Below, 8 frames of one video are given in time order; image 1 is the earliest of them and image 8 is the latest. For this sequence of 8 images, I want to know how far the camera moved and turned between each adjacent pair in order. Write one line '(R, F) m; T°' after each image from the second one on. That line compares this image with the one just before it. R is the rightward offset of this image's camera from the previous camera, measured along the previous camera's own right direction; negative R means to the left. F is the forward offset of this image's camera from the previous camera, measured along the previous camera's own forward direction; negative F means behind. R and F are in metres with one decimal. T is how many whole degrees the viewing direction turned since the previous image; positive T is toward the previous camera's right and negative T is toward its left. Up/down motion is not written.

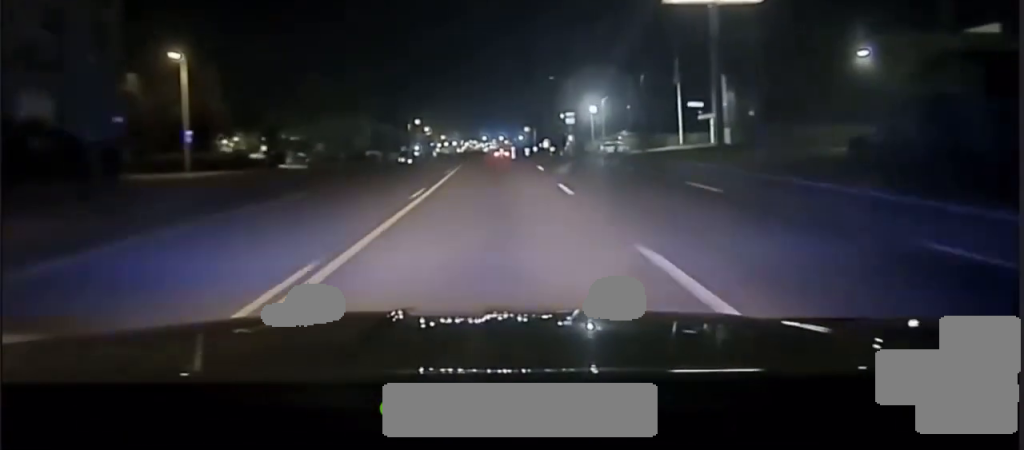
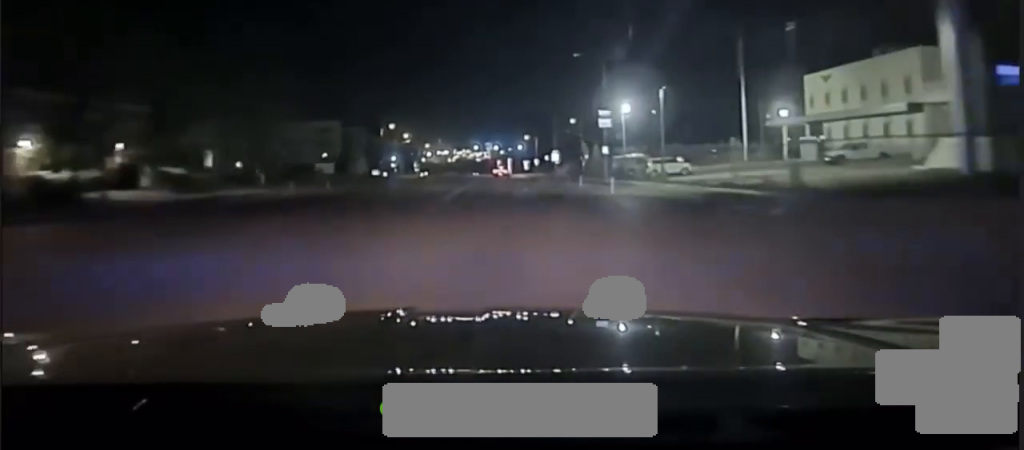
(+0.3, +36.0) m; +1°
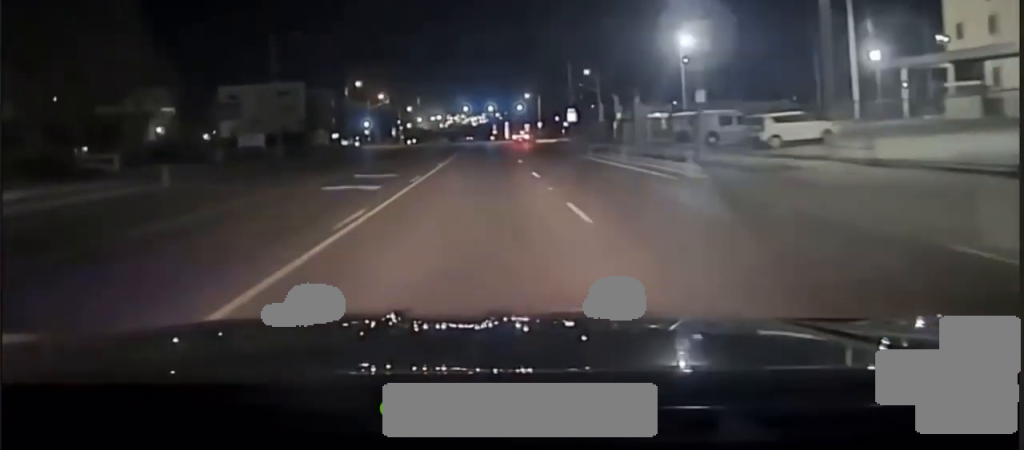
(+0.4, +28.0) m; +1°
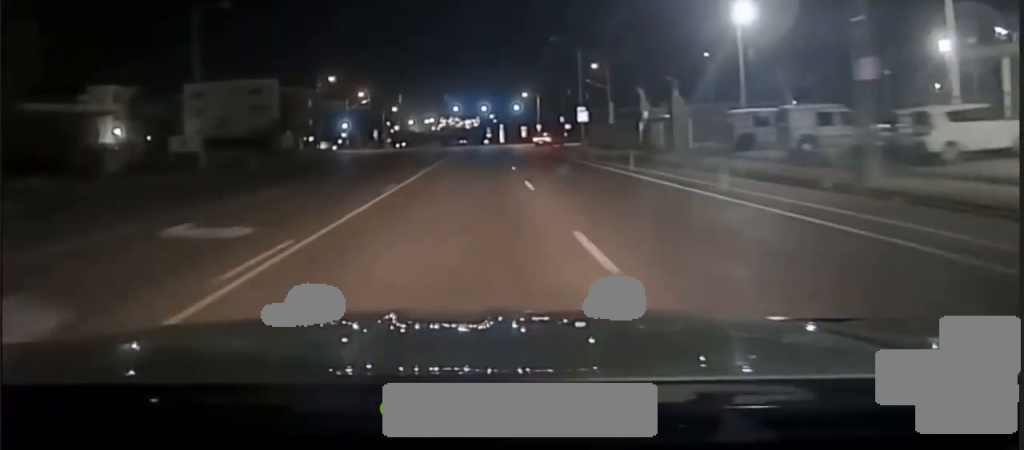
(0.0, +14.3) m; 0°
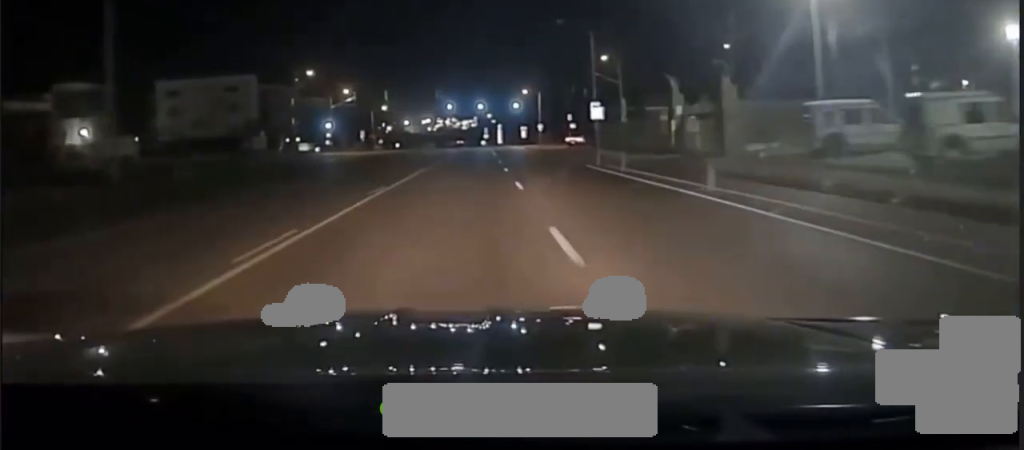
(-0.1, +10.3) m; 0°
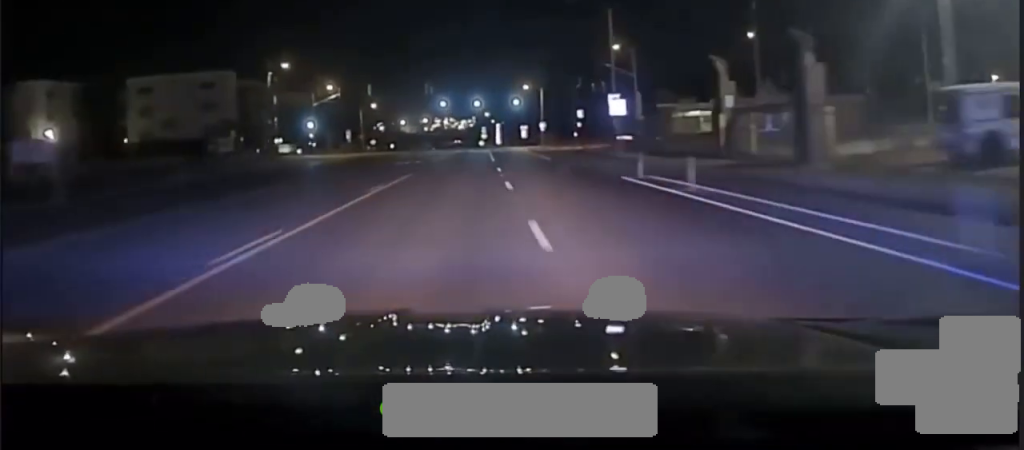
(0.0, +9.9) m; 0°
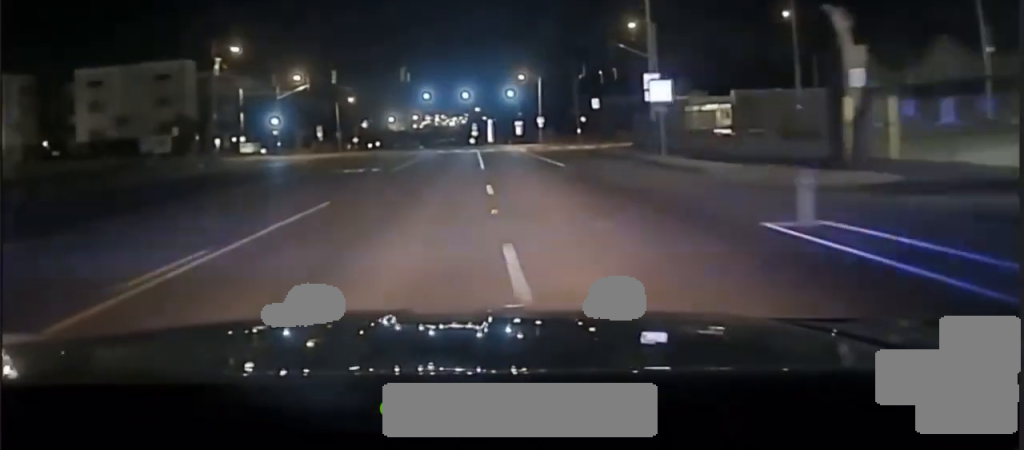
(+0.1, +13.7) m; +1°
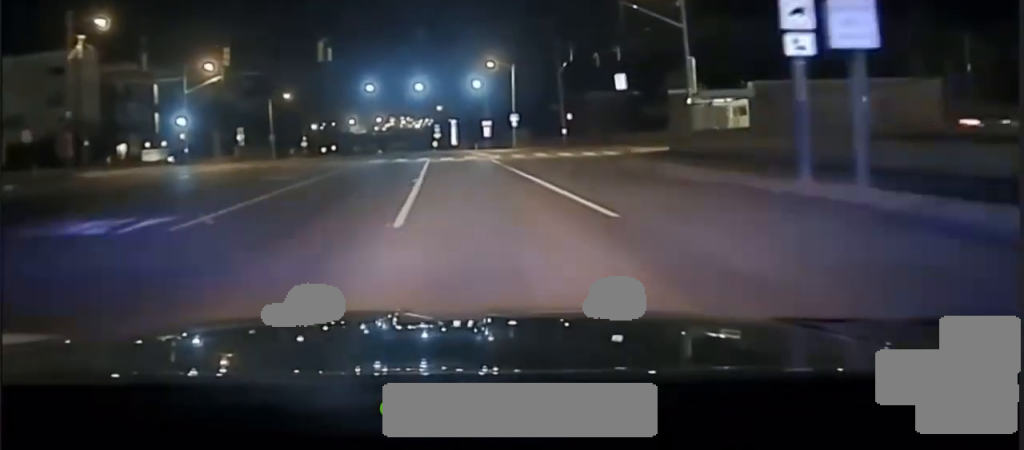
(+0.2, +21.1) m; +1°
